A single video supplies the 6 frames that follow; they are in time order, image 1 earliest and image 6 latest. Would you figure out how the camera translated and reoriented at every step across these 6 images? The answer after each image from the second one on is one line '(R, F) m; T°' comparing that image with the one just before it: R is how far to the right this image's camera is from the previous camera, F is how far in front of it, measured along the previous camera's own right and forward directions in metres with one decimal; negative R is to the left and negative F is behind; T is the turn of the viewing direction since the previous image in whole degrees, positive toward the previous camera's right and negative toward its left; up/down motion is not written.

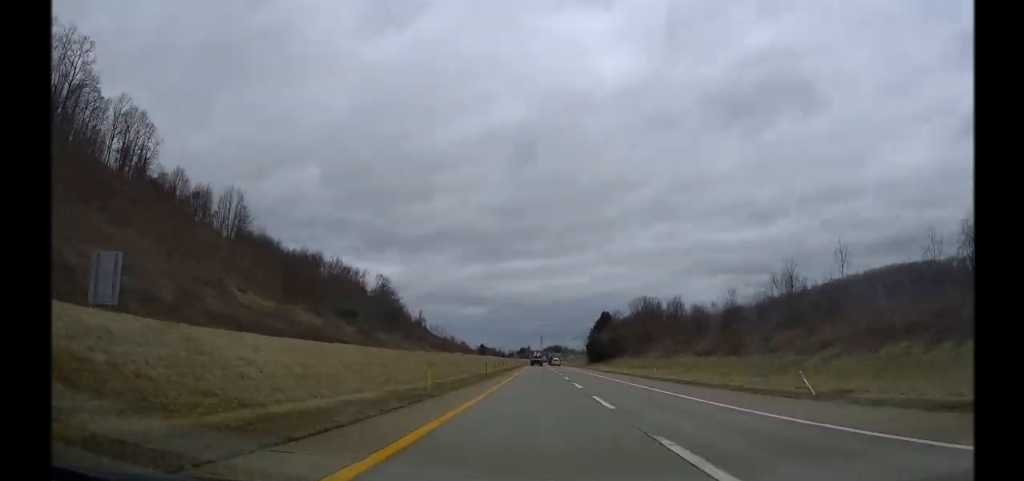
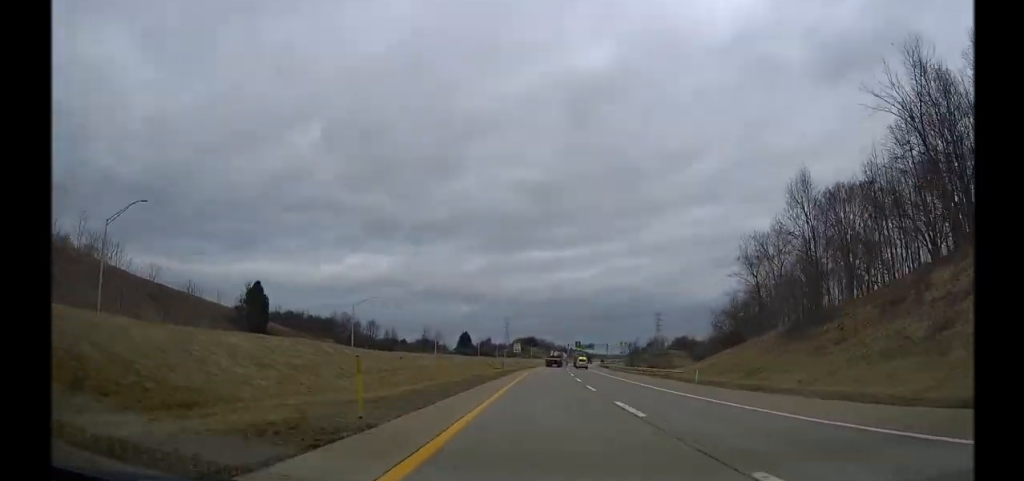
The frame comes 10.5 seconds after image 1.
(+7.5, +320.7) m; +6°
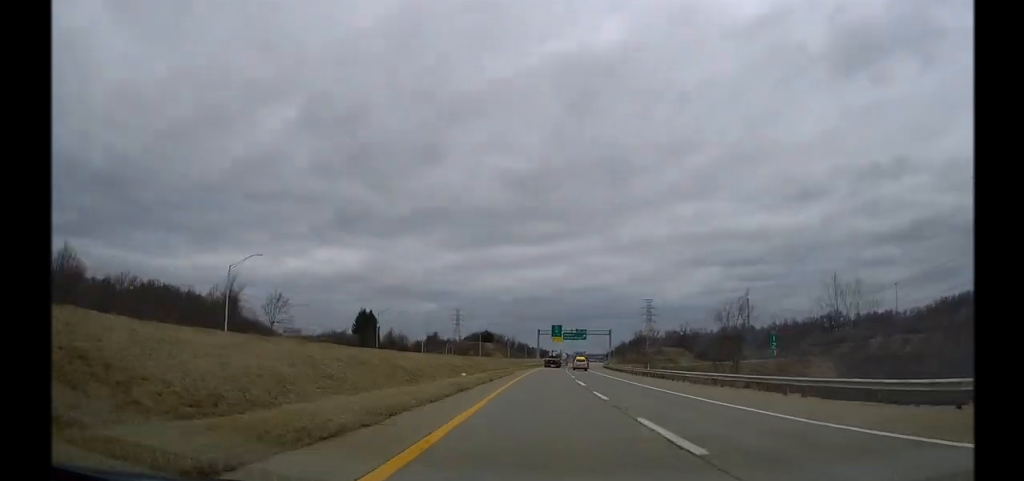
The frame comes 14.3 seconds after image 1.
(+3.2, +112.6) m; +2°
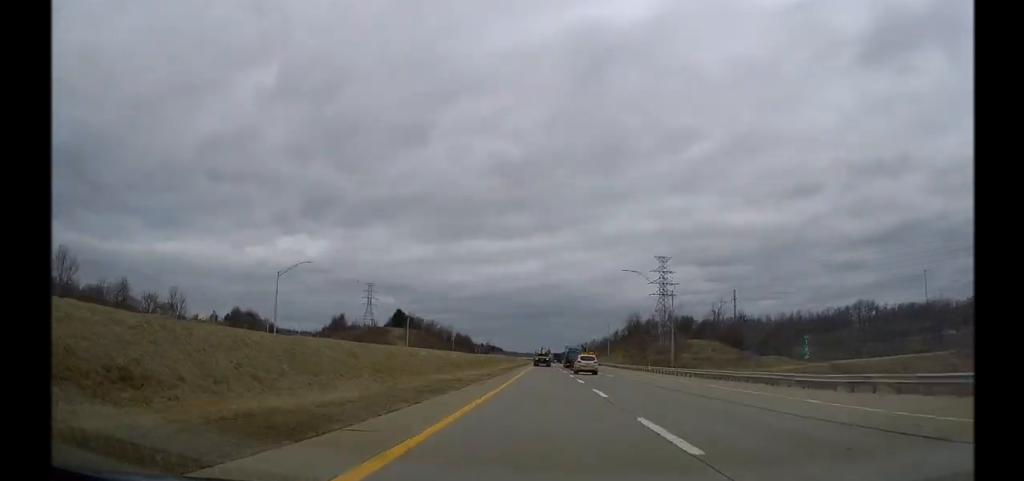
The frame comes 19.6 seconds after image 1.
(+5.9, +161.2) m; +3°
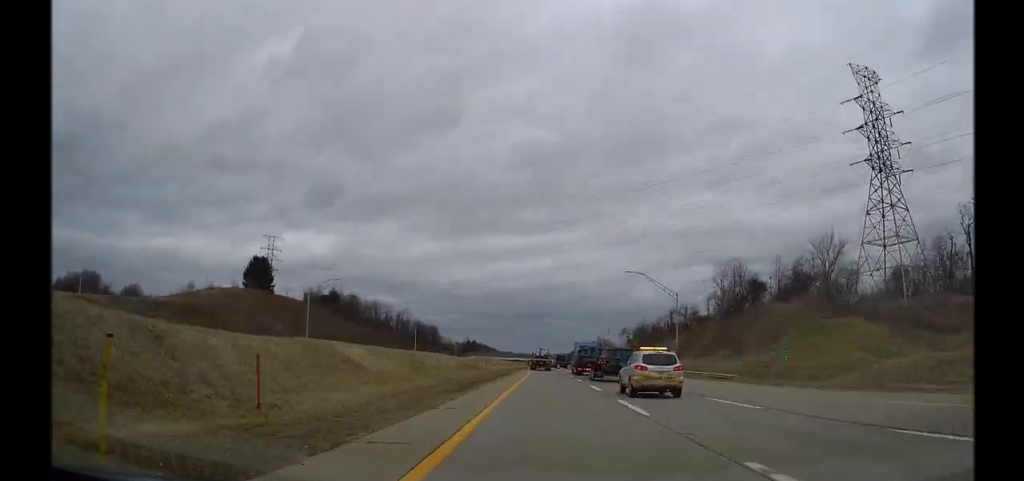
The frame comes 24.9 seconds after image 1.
(+2.0, +152.3) m; +1°
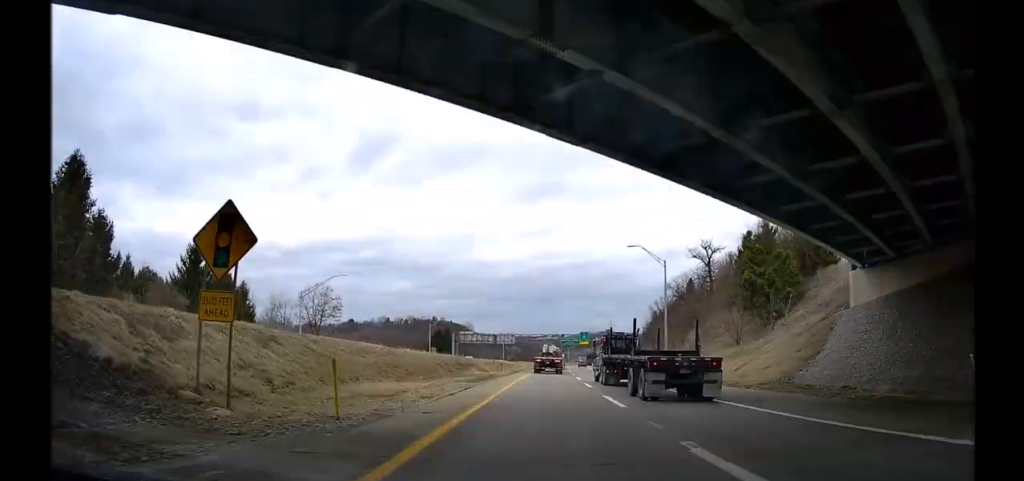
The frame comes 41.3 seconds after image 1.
(+8.4, +443.1) m; +5°
